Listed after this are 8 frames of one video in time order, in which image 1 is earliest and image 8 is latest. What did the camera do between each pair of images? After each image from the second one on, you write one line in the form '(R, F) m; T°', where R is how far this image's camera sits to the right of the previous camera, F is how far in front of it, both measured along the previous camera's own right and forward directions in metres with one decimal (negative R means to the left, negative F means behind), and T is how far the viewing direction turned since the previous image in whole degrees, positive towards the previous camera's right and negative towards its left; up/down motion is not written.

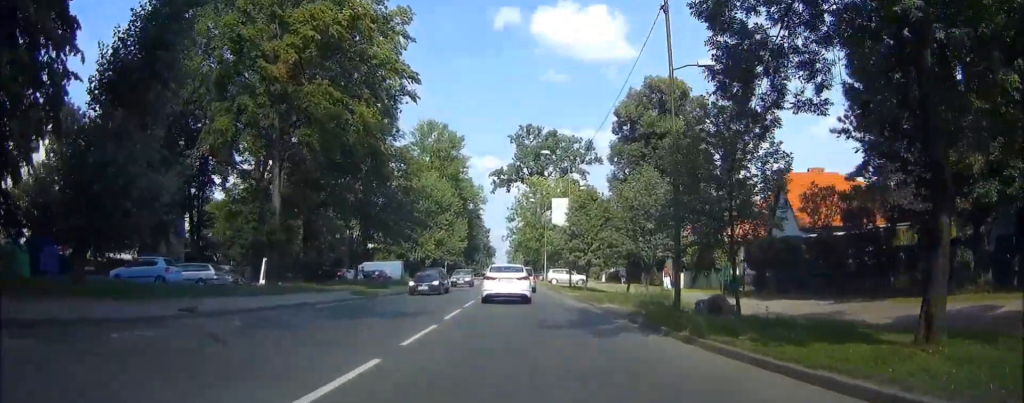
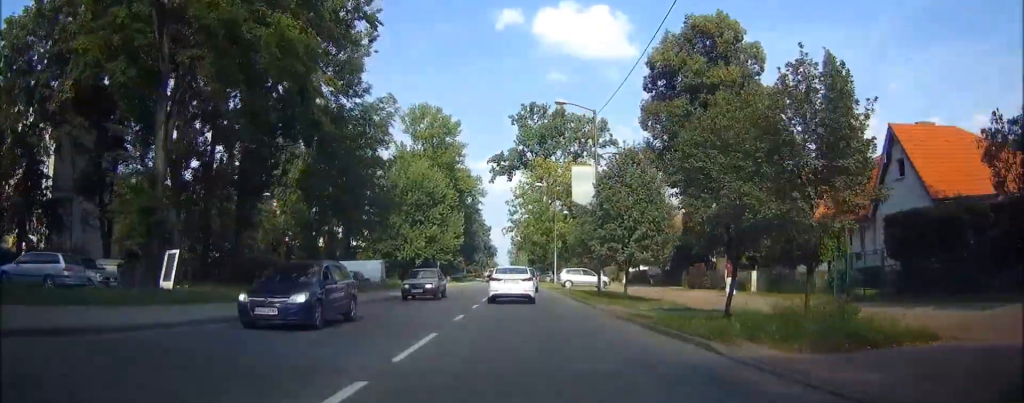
(+0.1, +13.9) m; +1°
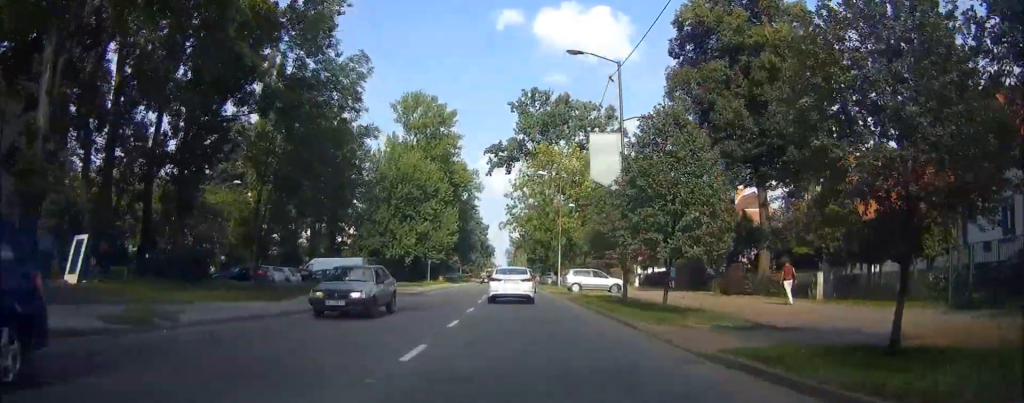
(0.0, +7.6) m; 0°
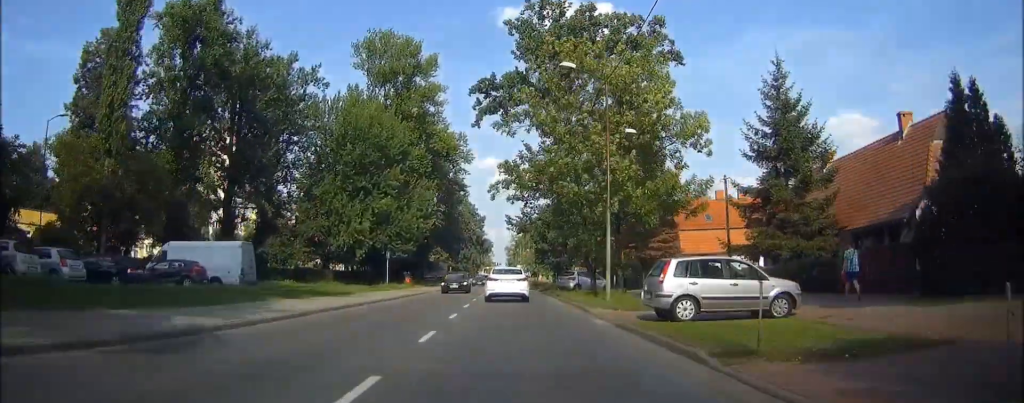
(0.0, +27.3) m; -1°
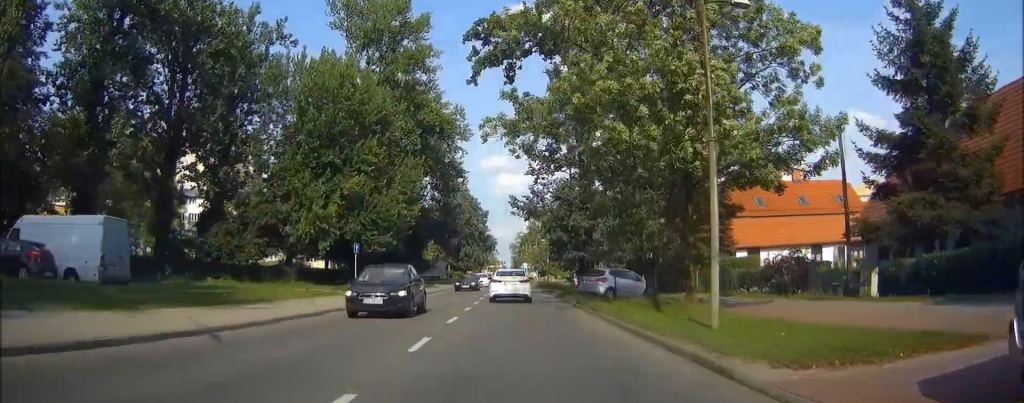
(-0.1, +13.0) m; 0°
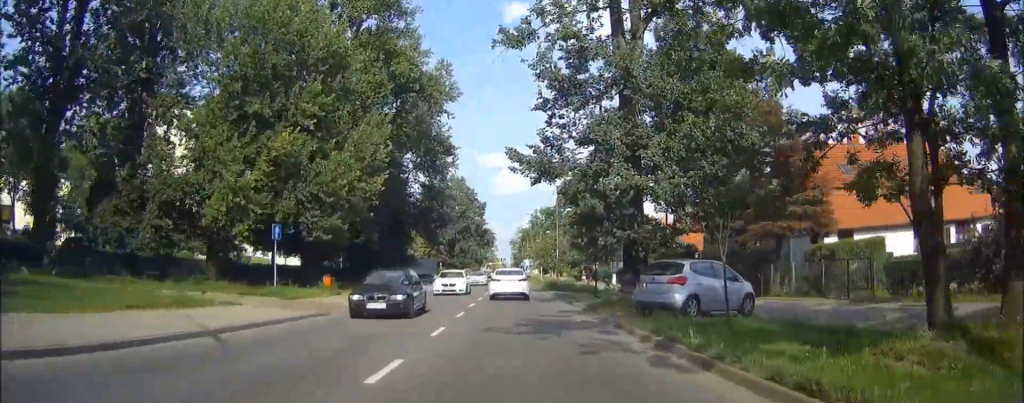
(+0.2, +15.2) m; 0°
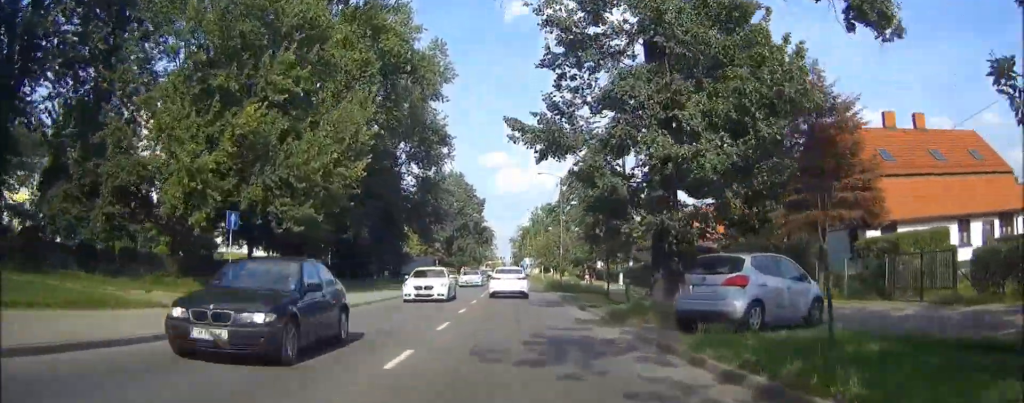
(0.0, +4.7) m; 0°
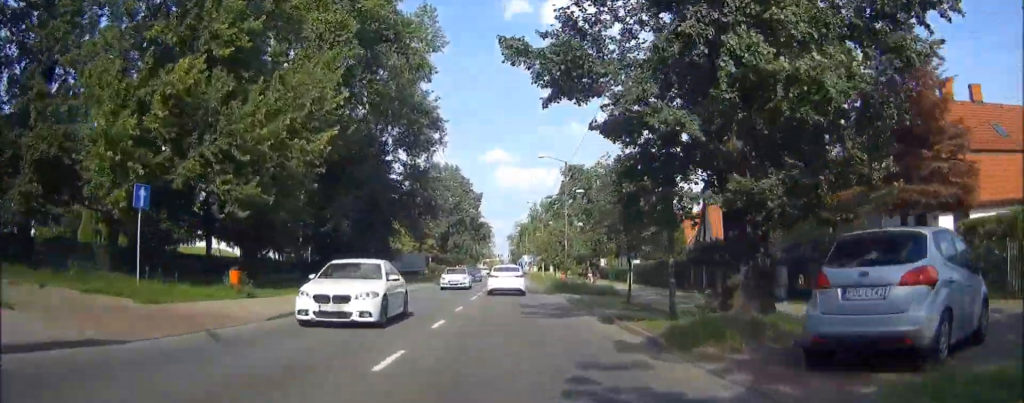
(0.0, +6.4) m; 0°
